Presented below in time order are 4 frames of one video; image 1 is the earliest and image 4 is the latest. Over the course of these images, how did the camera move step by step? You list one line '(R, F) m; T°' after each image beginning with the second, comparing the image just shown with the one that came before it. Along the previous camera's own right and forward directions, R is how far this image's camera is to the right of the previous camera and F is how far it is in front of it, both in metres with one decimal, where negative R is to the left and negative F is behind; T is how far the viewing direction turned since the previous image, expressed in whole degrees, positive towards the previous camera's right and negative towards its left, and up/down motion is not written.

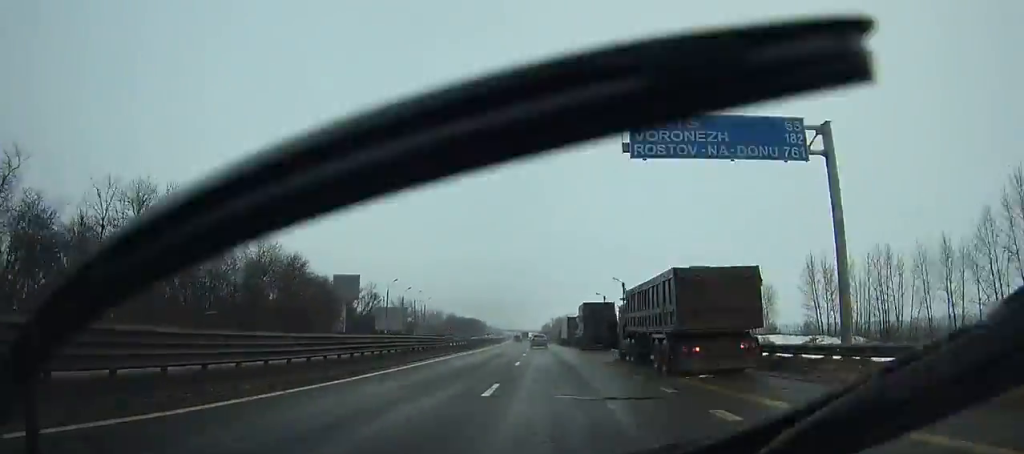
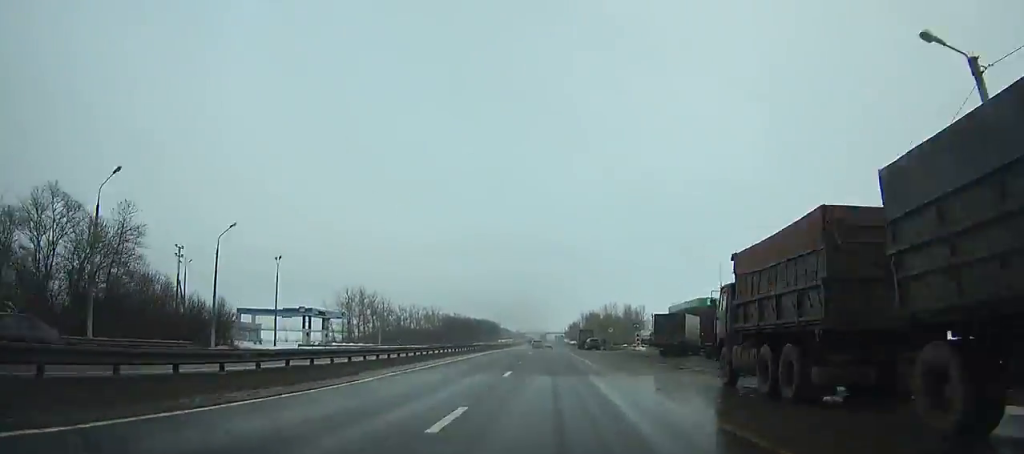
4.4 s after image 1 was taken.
(-3.1, +97.5) m; -3°
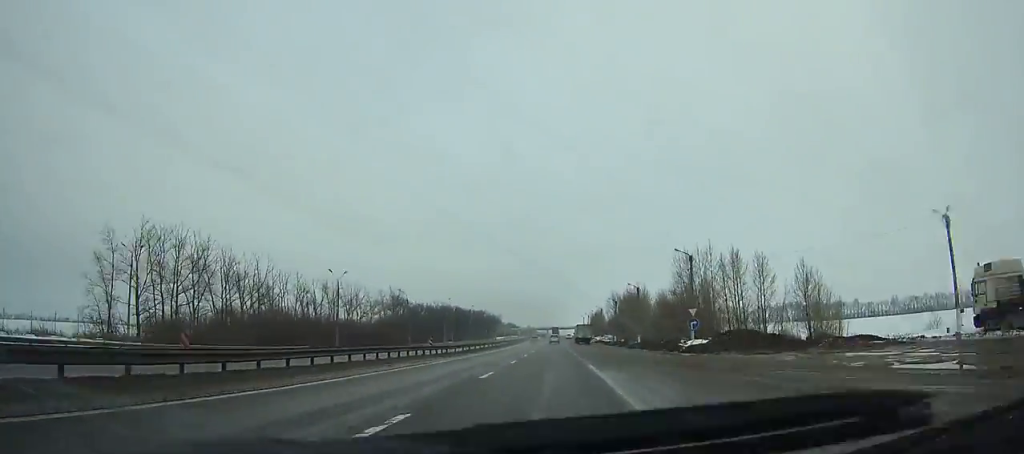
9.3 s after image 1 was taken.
(-1.4, +110.1) m; -1°
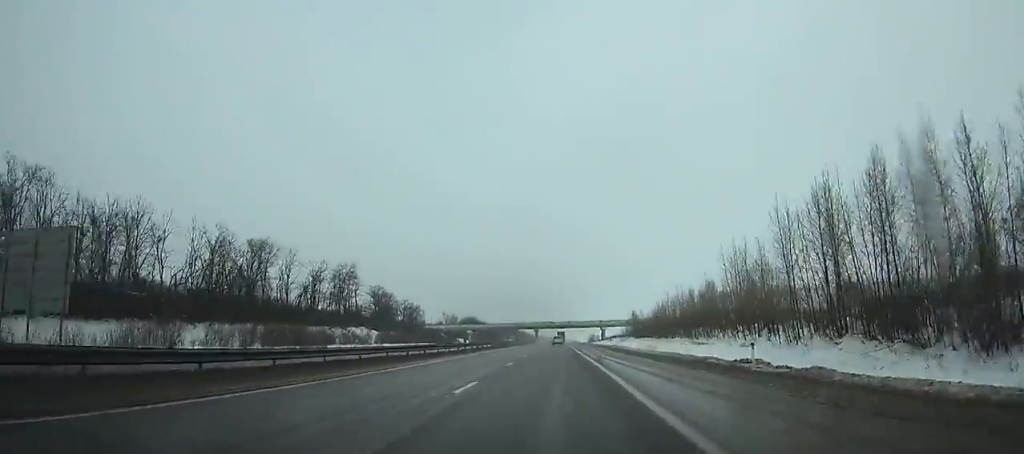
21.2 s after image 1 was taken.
(+0.6, +281.1) m; 0°
